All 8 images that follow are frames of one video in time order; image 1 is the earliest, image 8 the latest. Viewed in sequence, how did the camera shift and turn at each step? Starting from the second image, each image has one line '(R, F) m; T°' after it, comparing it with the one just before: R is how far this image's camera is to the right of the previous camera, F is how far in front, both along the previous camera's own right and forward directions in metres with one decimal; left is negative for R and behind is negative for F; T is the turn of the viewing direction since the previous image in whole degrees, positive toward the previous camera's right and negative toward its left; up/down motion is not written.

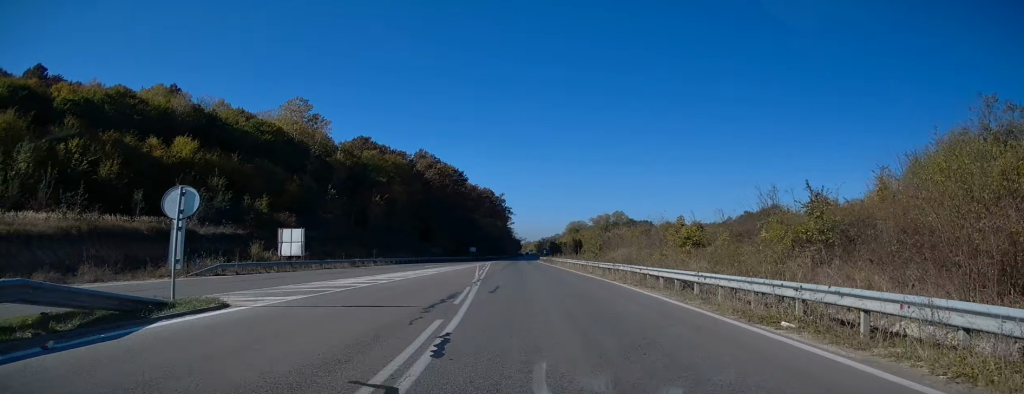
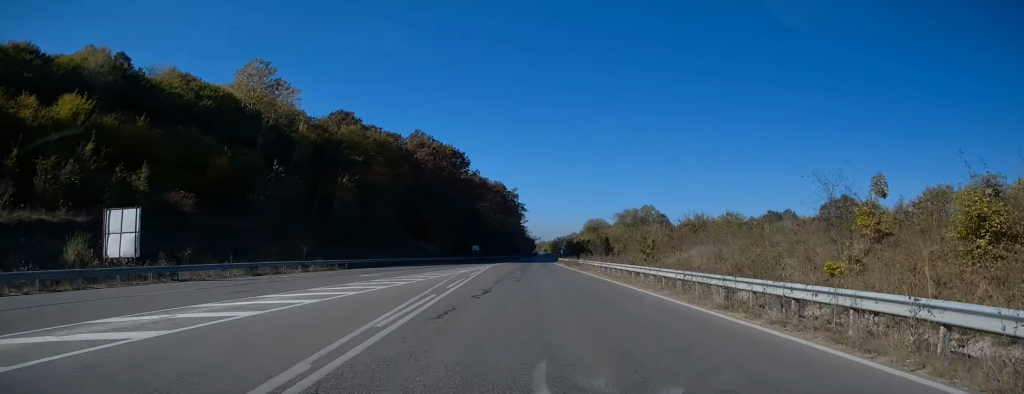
(-0.2, +21.1) m; -2°
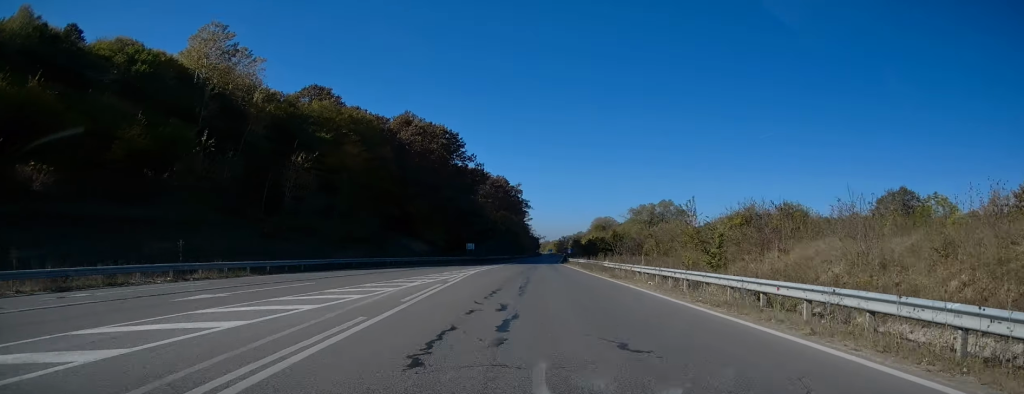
(-0.3, +14.1) m; -1°
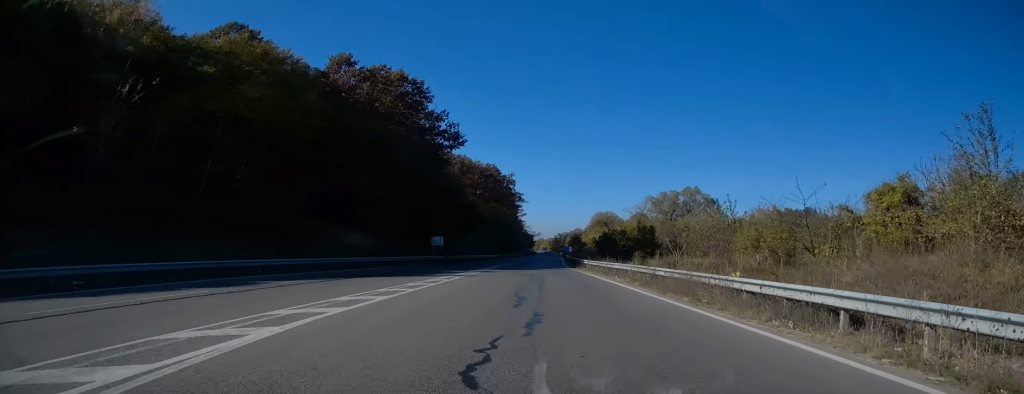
(-0.4, +23.5) m; 0°
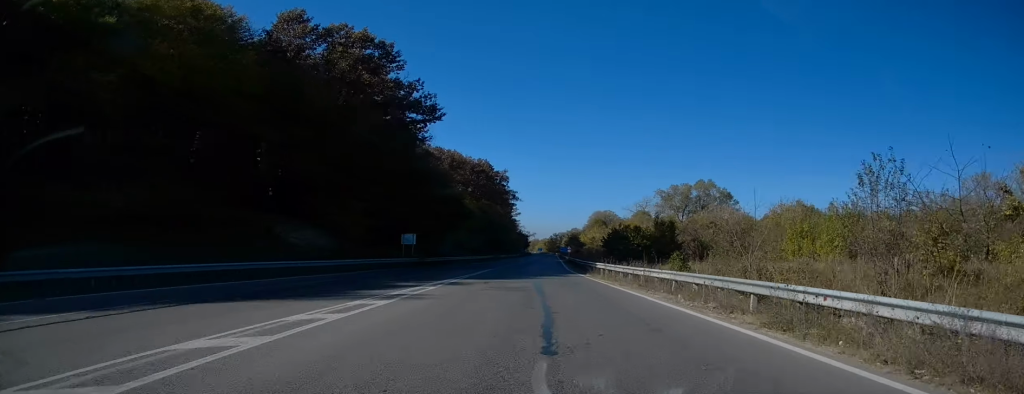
(+0.1, +11.0) m; +1°
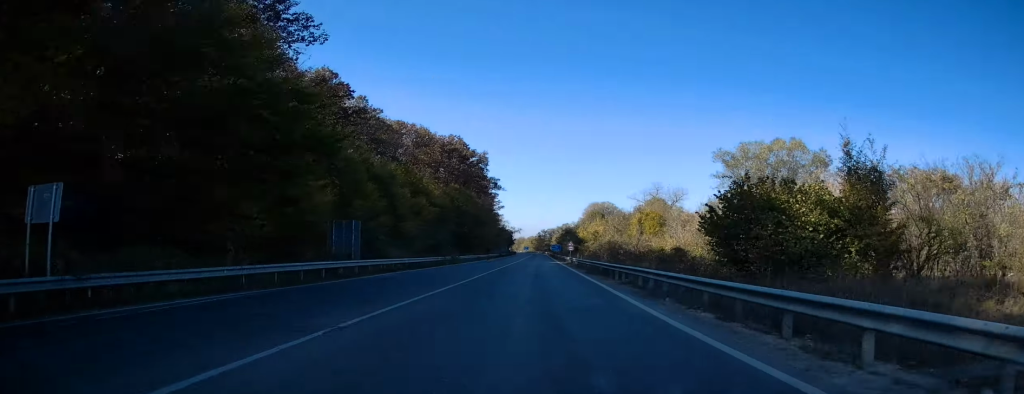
(+0.2, +34.3) m; +1°
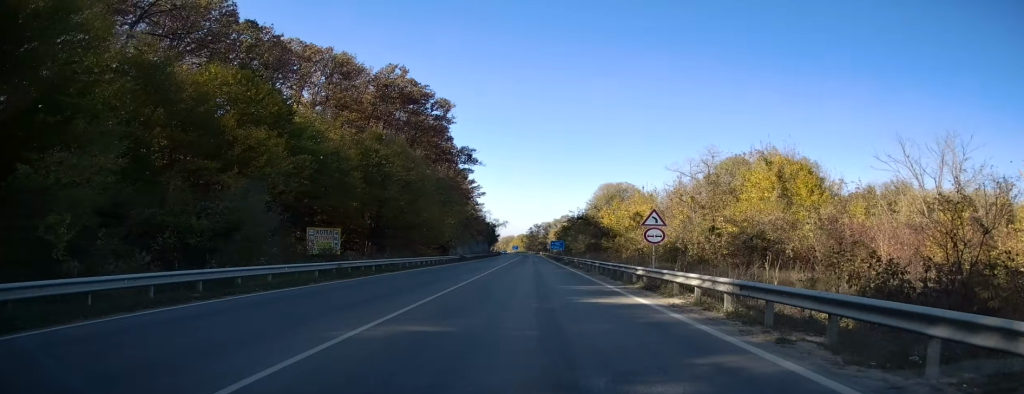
(+0.3, +53.0) m; +1°
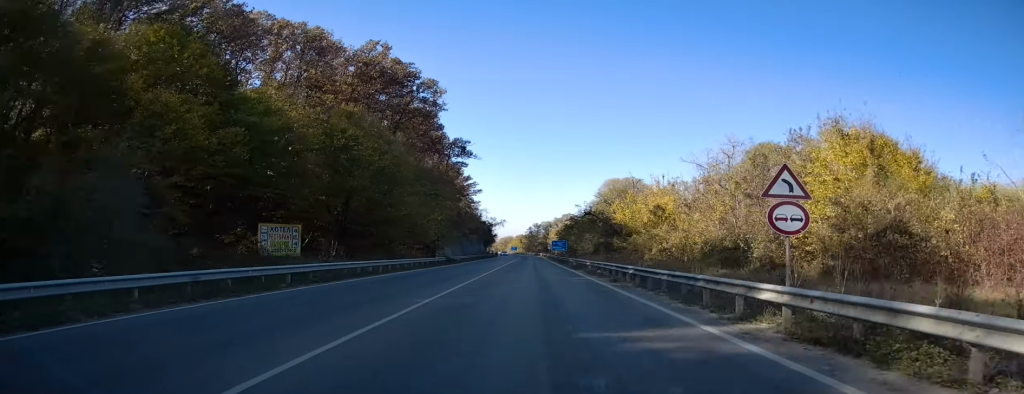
(0.0, +10.5) m; 0°
